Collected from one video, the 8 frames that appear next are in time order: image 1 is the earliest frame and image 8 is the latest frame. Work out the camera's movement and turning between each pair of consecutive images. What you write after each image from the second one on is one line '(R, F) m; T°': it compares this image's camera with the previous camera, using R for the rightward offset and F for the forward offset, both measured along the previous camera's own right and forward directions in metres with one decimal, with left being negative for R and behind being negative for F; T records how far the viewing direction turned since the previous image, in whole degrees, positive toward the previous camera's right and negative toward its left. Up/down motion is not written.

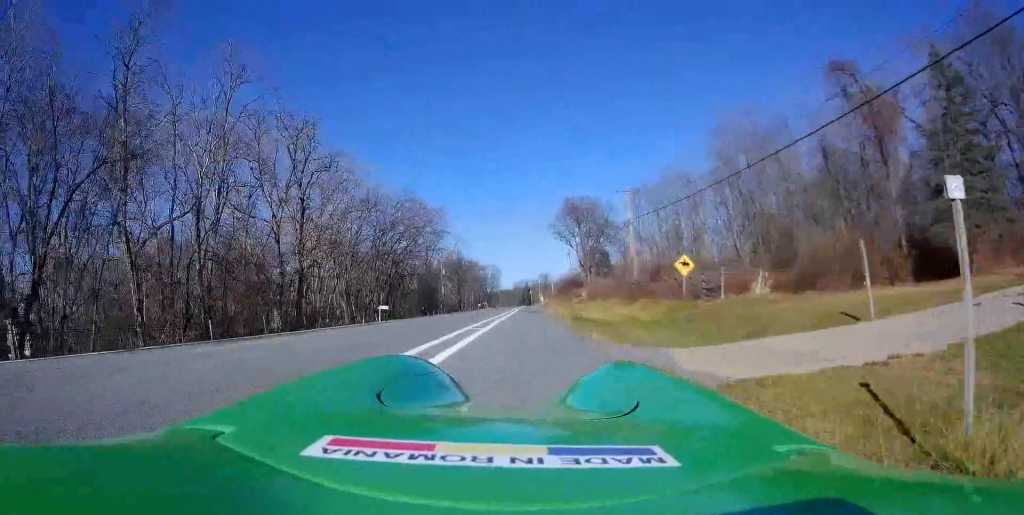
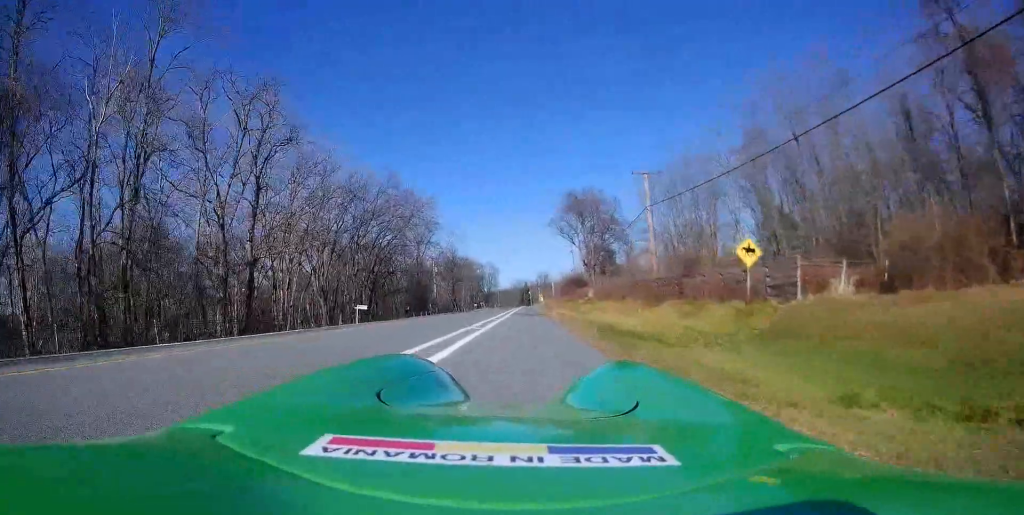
(+0.3, +8.6) m; -2°
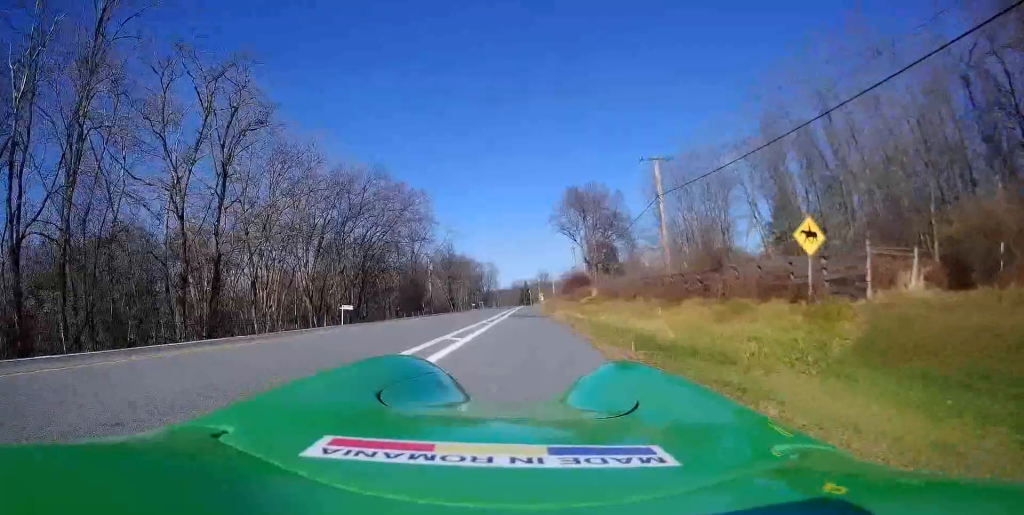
(-0.2, +4.3) m; -1°
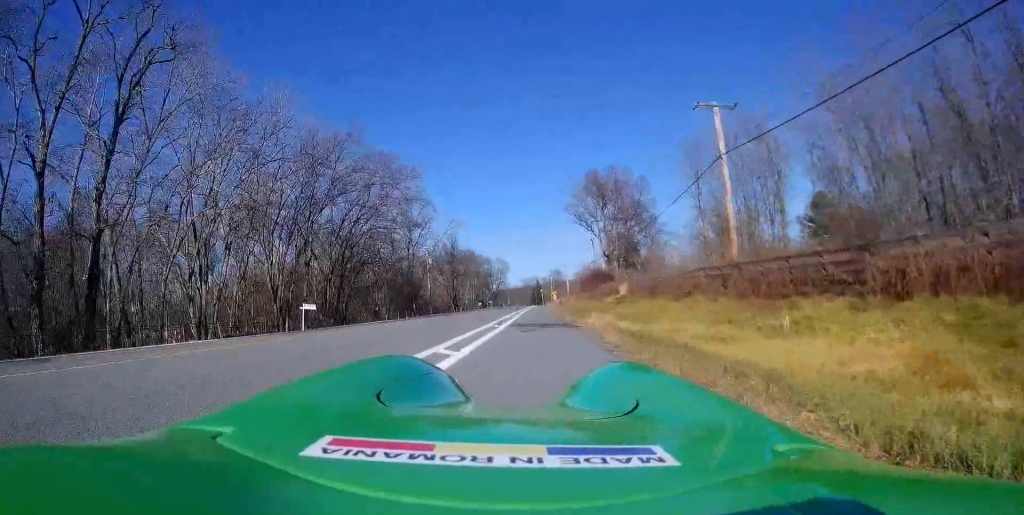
(+0.3, +11.4) m; +6°
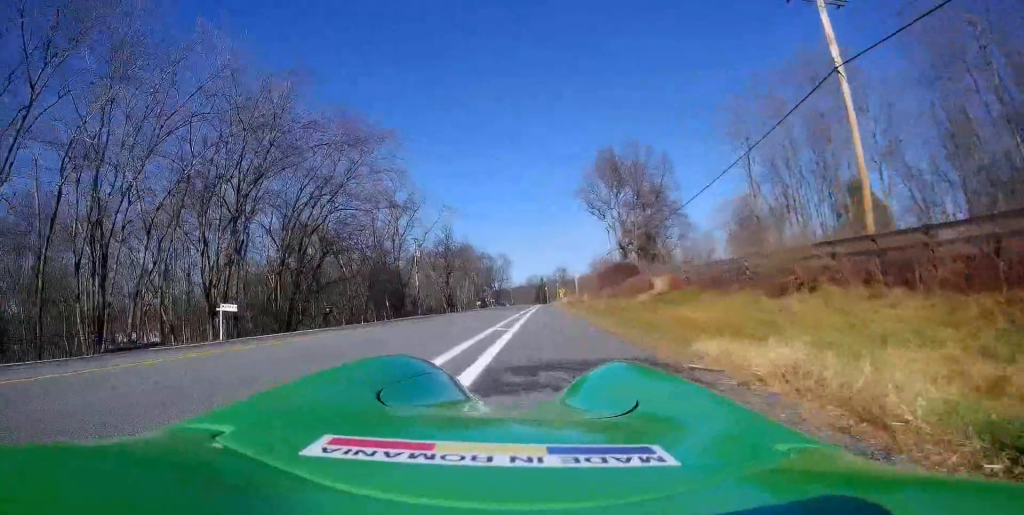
(-0.9, +12.0) m; -7°
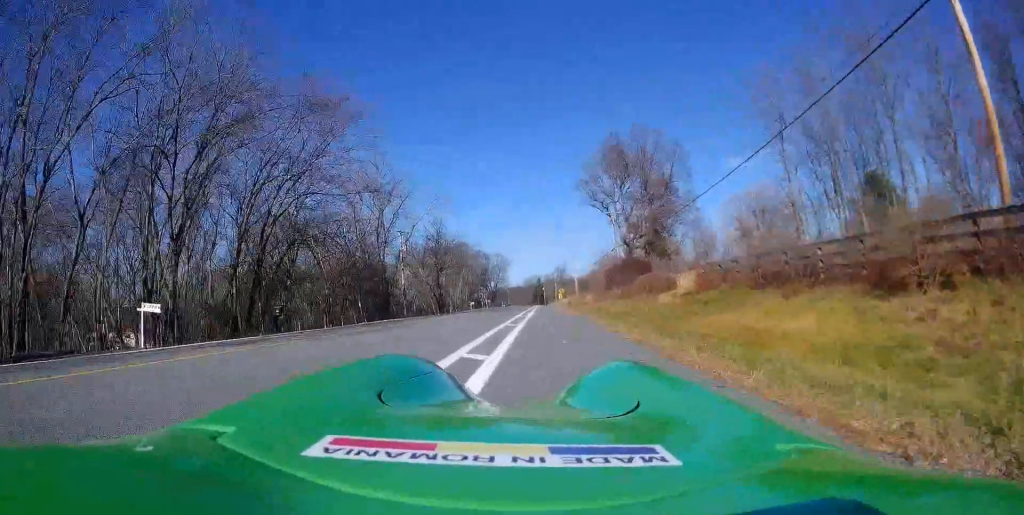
(0.0, +6.4) m; +2°
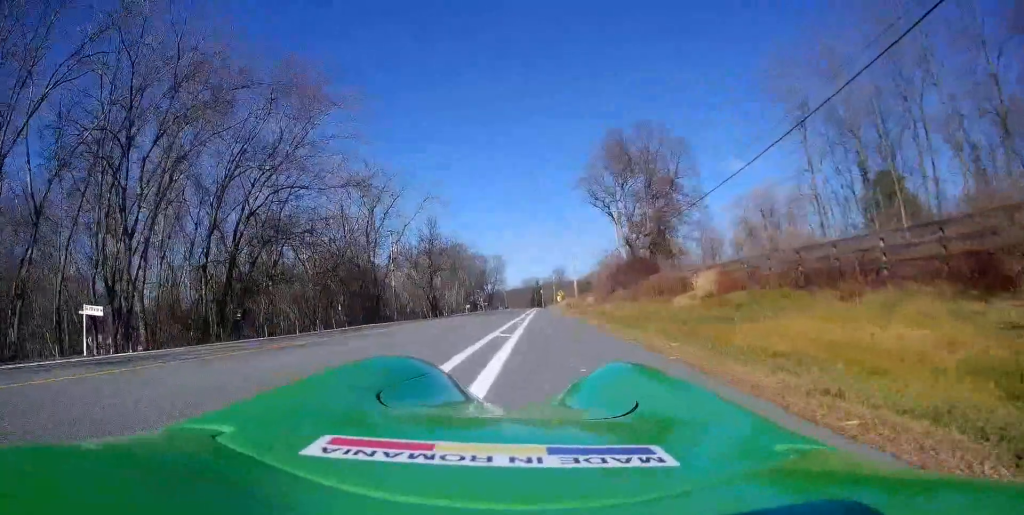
(+0.1, +3.7) m; +3°
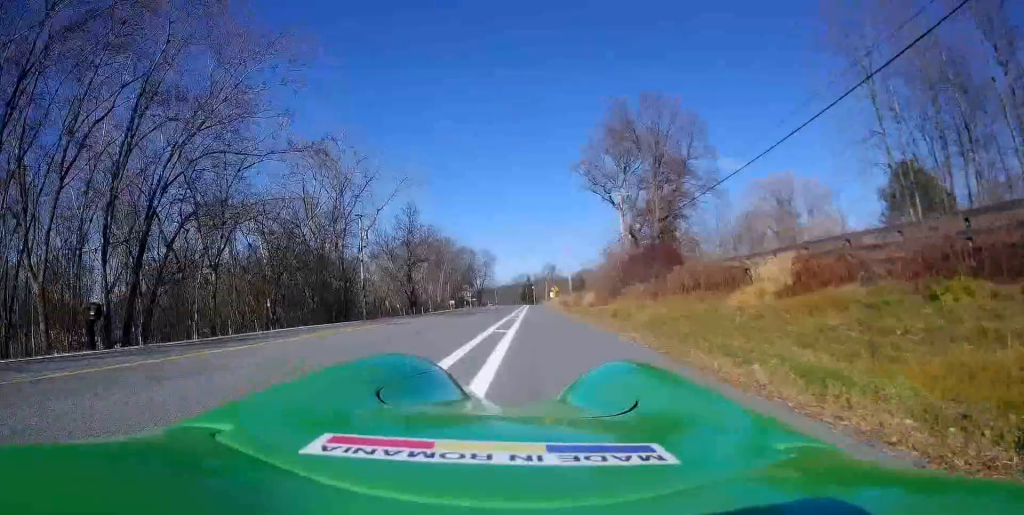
(+0.1, +8.8) m; -1°
